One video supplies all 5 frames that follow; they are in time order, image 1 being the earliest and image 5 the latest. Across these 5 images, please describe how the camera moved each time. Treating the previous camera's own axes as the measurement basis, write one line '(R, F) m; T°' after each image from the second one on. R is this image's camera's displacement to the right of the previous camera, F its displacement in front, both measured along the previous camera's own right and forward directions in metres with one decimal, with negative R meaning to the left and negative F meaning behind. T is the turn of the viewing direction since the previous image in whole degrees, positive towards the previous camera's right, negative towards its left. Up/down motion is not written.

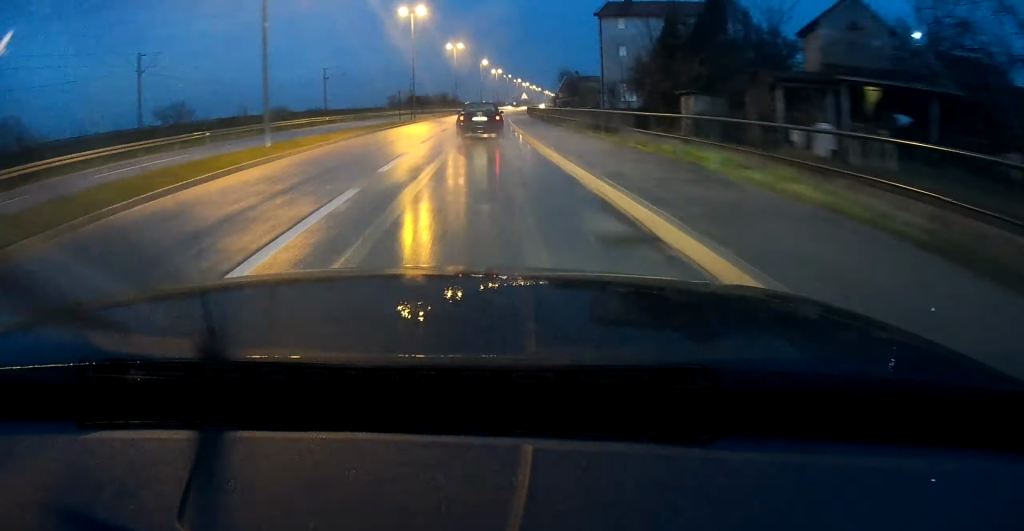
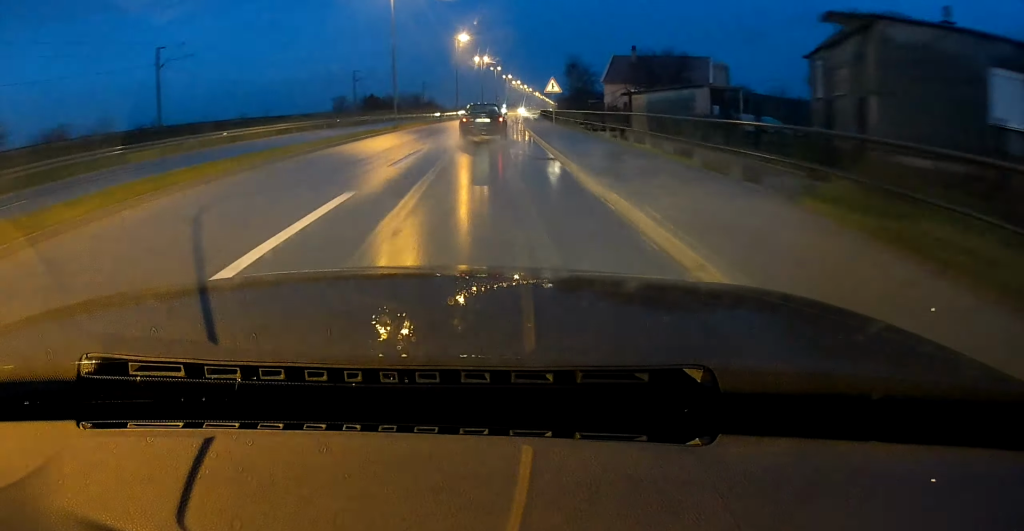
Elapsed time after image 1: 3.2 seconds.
(+0.8, +55.3) m; +2°
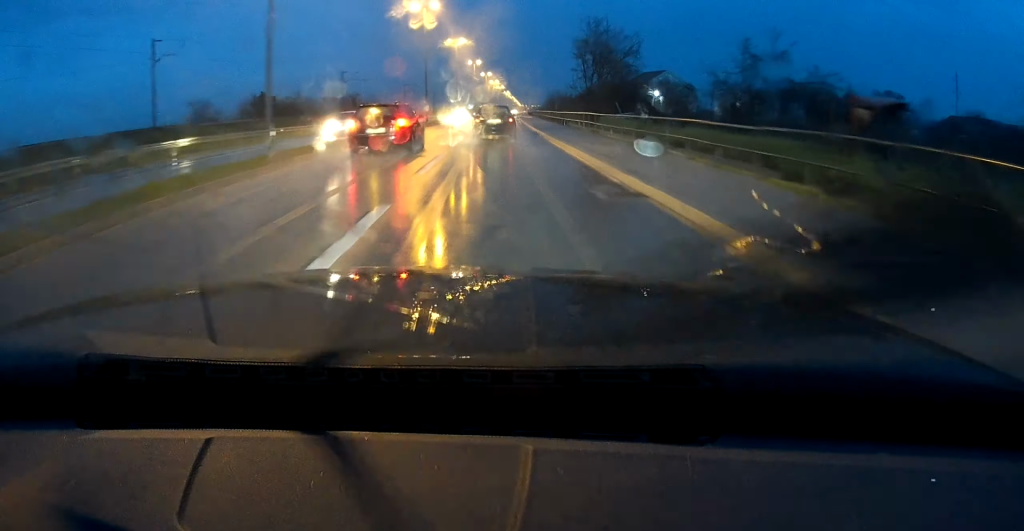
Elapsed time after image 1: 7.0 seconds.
(+1.5, +63.8) m; +3°
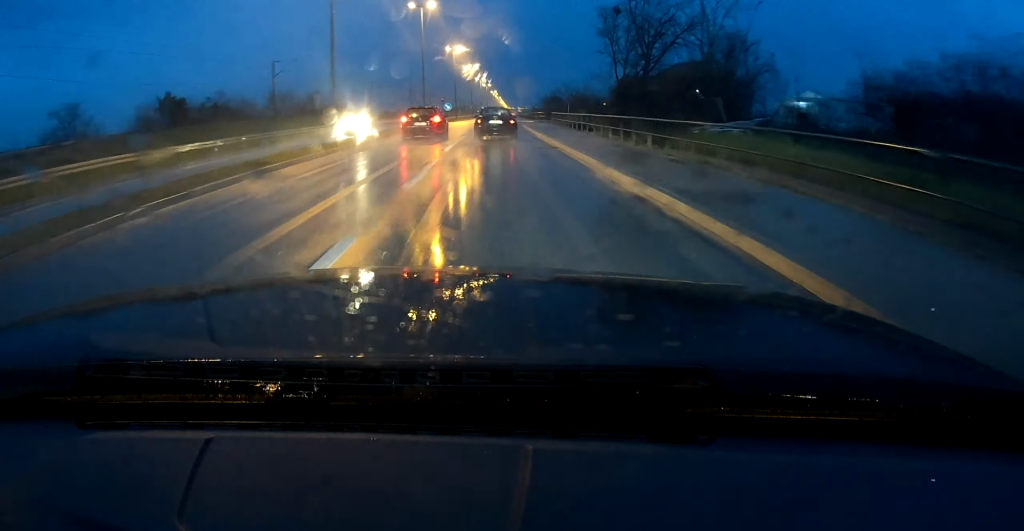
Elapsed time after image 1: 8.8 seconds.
(+0.4, +29.7) m; +1°
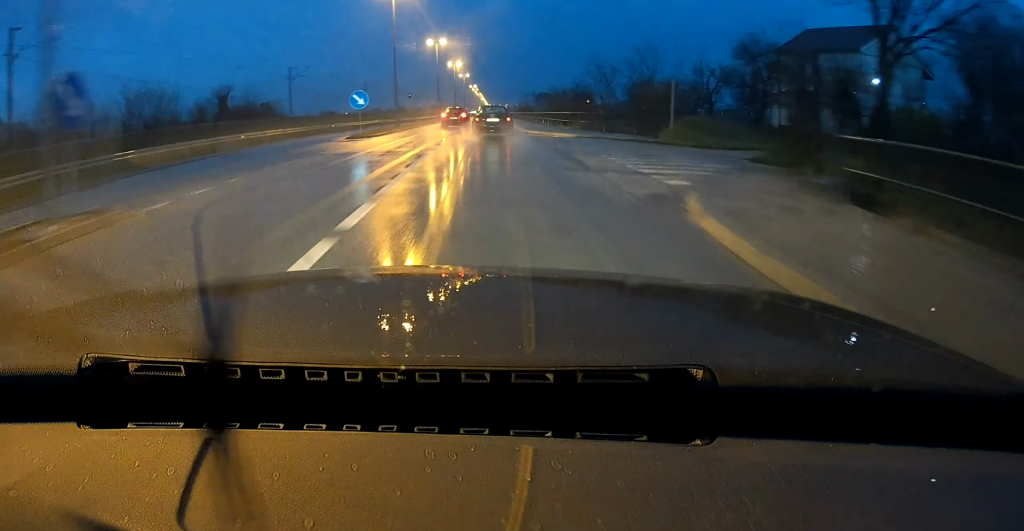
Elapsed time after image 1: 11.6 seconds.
(+0.8, +45.9) m; +2°
